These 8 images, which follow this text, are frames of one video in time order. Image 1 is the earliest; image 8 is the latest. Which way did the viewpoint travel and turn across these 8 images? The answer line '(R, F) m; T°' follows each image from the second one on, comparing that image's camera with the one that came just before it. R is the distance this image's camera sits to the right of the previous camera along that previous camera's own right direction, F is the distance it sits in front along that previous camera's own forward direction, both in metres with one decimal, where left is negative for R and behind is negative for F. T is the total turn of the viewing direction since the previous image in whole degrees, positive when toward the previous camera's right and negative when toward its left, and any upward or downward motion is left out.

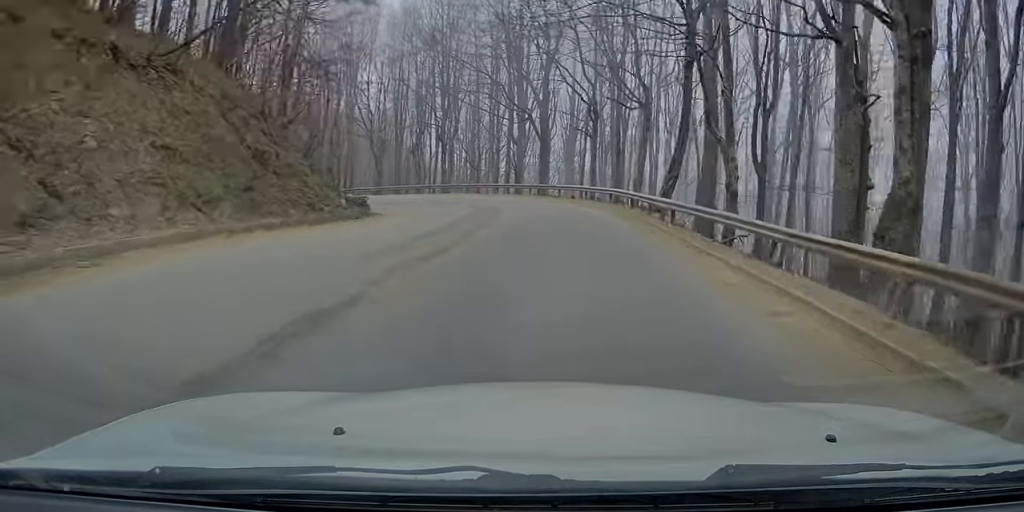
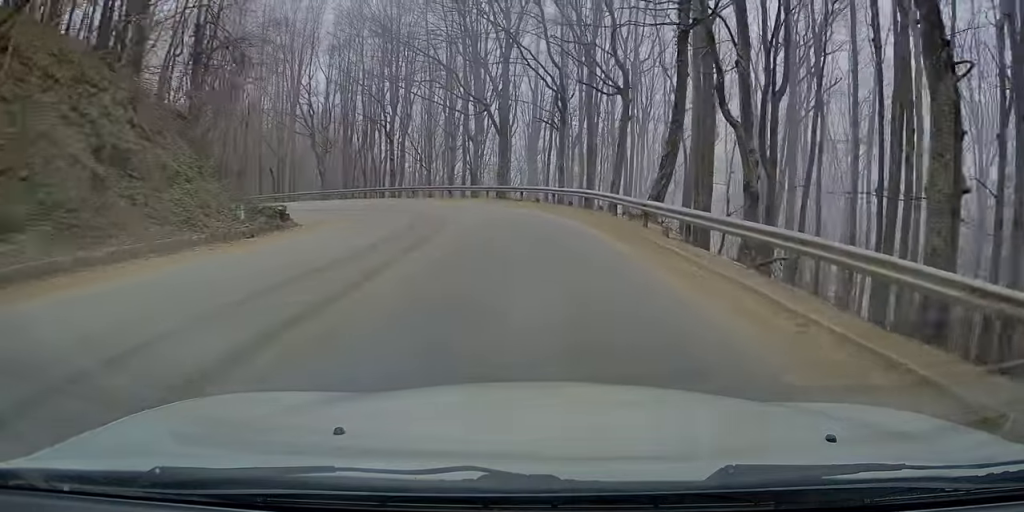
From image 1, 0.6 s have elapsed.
(+0.2, +4.3) m; +9°
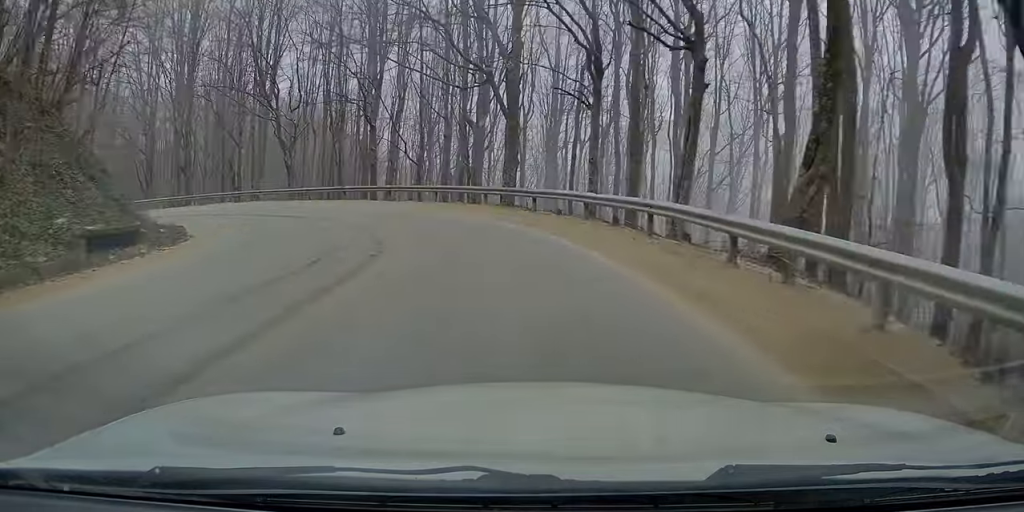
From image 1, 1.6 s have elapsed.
(+1.5, +8.3) m; +7°
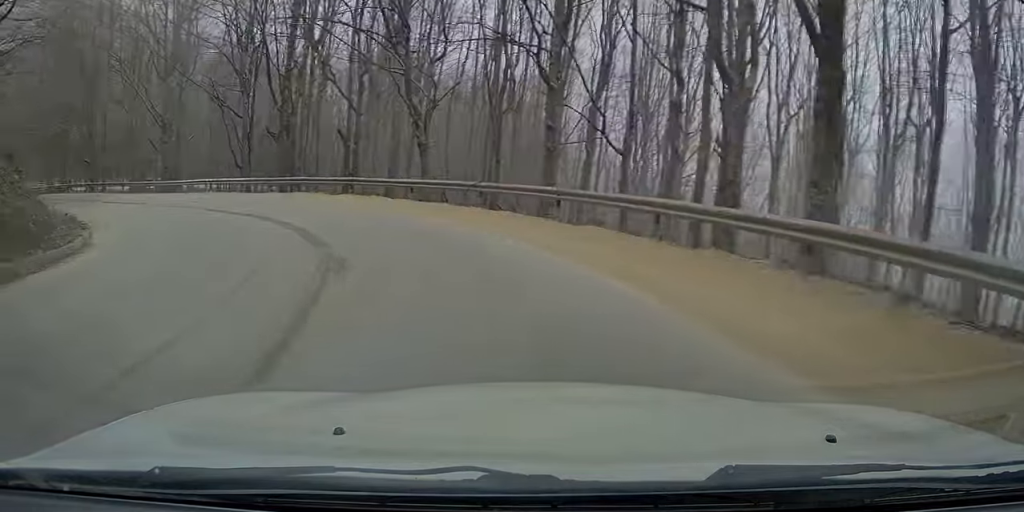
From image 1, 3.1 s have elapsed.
(-1.5, +12.0) m; -15°
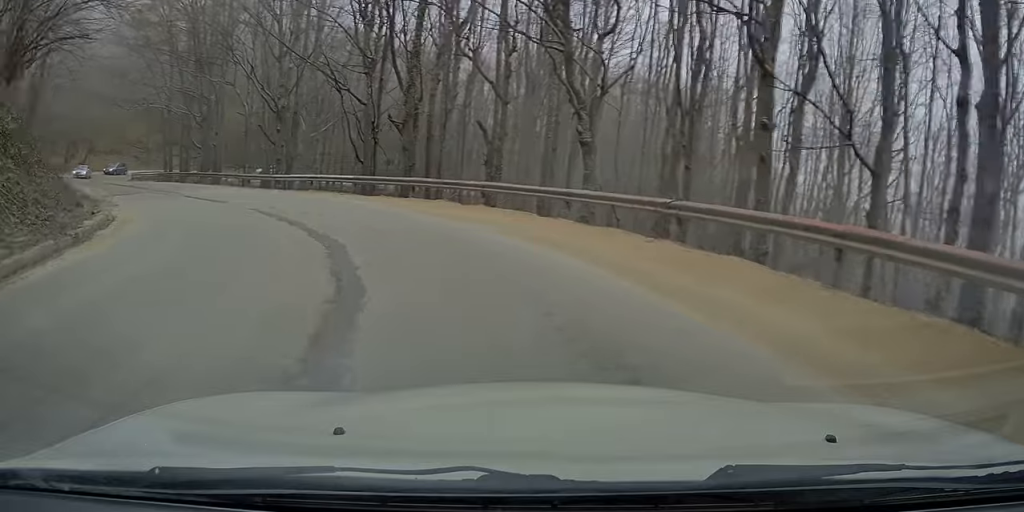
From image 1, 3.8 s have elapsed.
(-0.4, +5.8) m; -5°
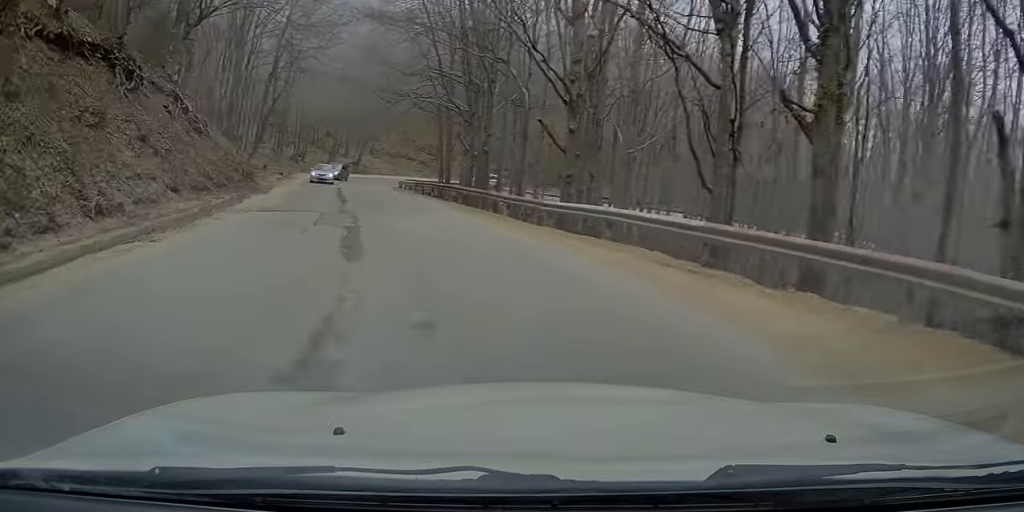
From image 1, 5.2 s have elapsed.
(-0.9, +13.4) m; -9°
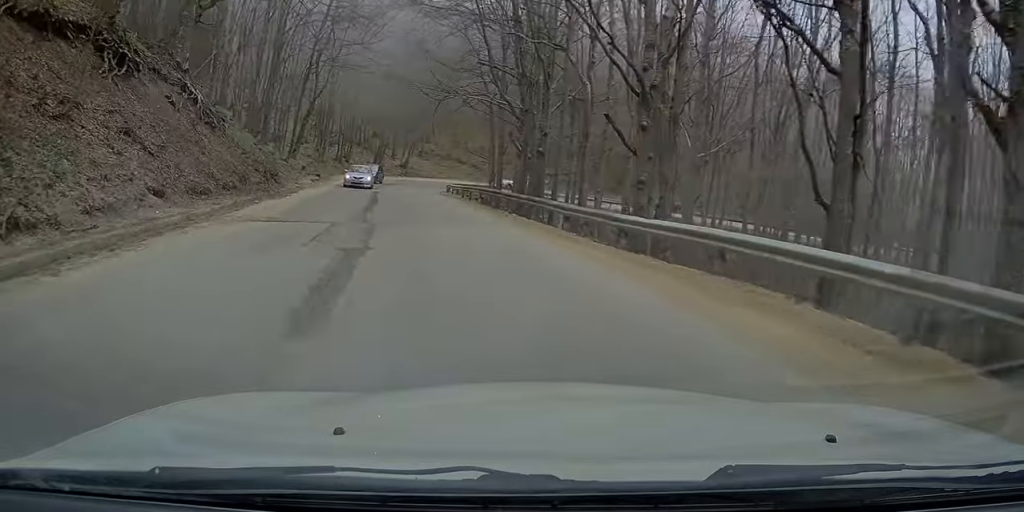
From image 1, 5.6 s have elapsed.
(-0.1, +3.7) m; -2°
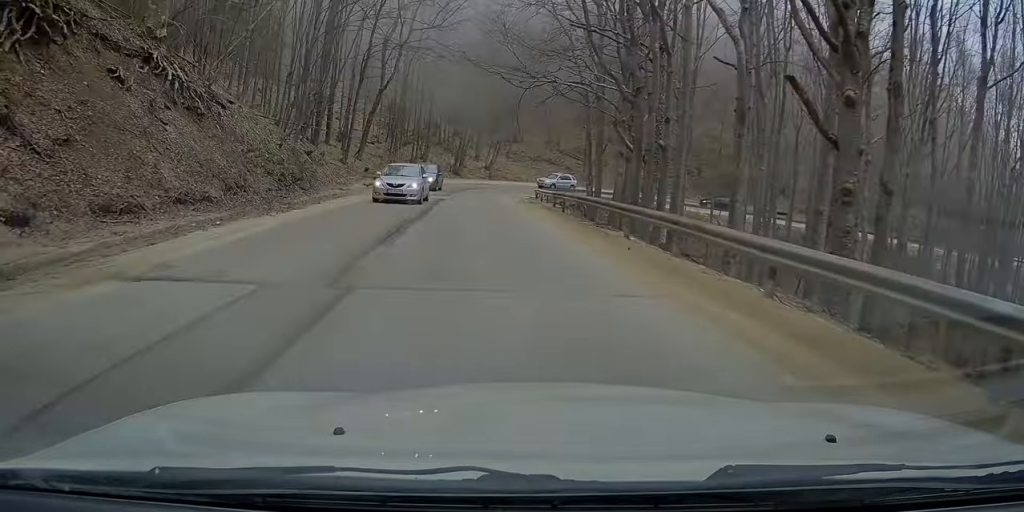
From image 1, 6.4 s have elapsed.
(-0.6, +7.5) m; -4°
